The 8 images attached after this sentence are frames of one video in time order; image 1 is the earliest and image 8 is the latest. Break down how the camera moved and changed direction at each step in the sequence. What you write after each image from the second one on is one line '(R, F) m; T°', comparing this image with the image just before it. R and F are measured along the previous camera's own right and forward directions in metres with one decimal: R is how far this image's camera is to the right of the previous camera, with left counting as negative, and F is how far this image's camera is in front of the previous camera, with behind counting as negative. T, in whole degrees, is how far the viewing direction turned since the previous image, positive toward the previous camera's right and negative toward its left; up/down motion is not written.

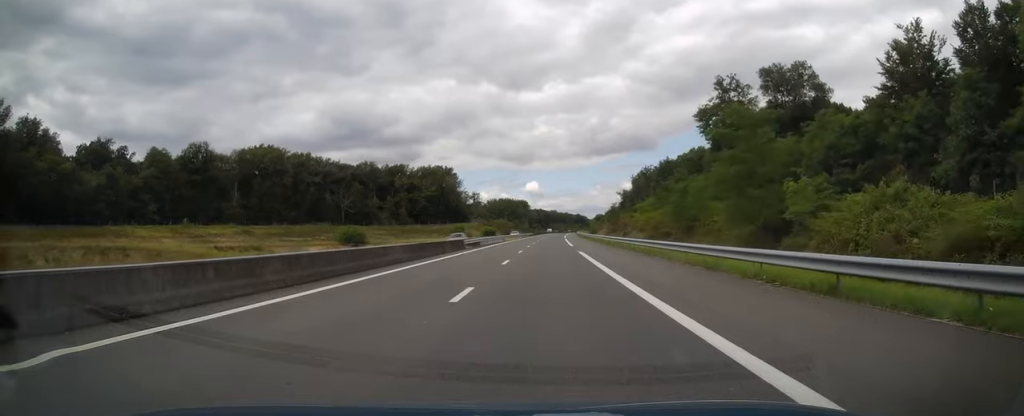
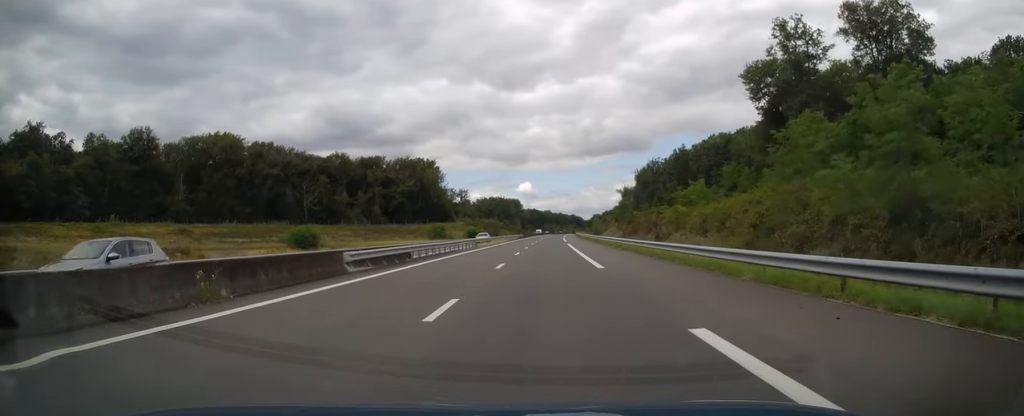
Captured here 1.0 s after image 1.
(-0.1, +28.2) m; 0°
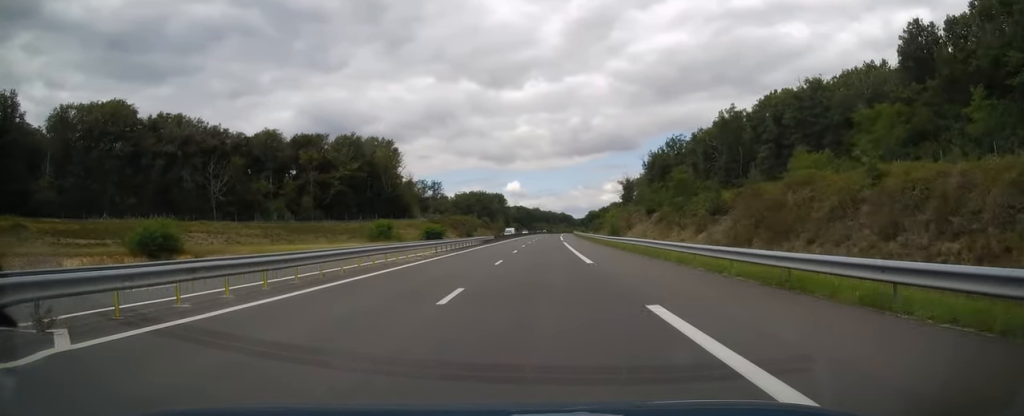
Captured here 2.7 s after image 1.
(+0.4, +49.7) m; +1°
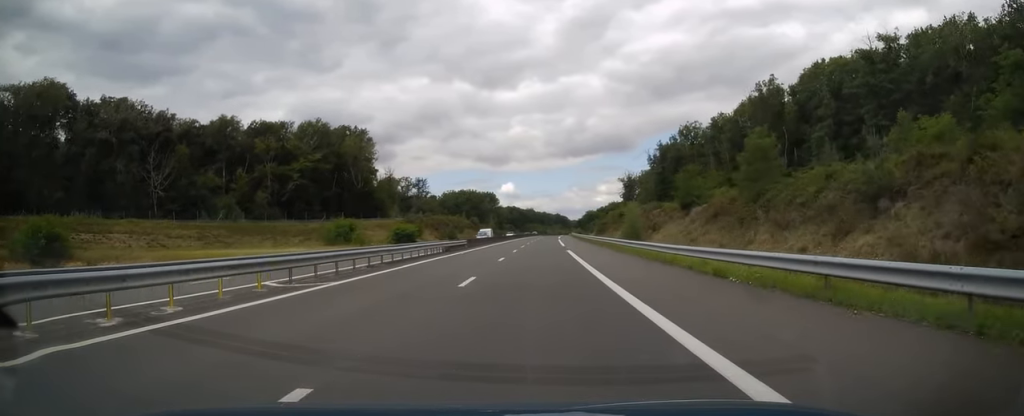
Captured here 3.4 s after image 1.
(-0.1, +21.9) m; +1°
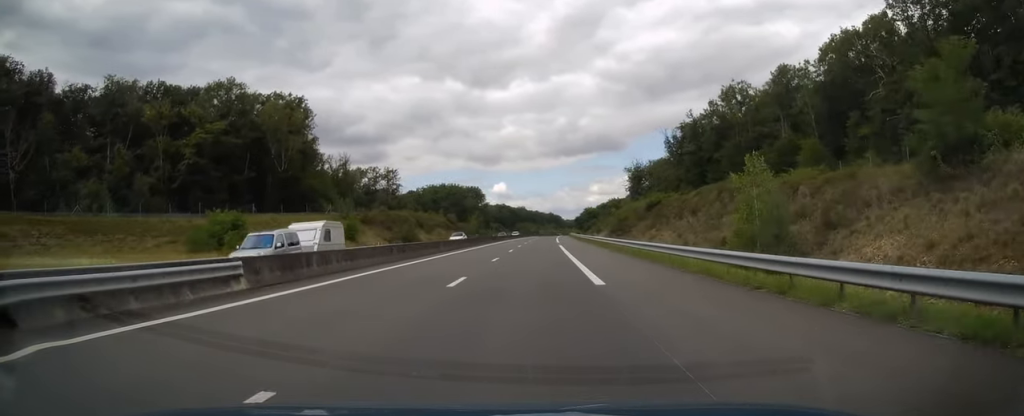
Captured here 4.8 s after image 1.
(+1.0, +39.0) m; +2°
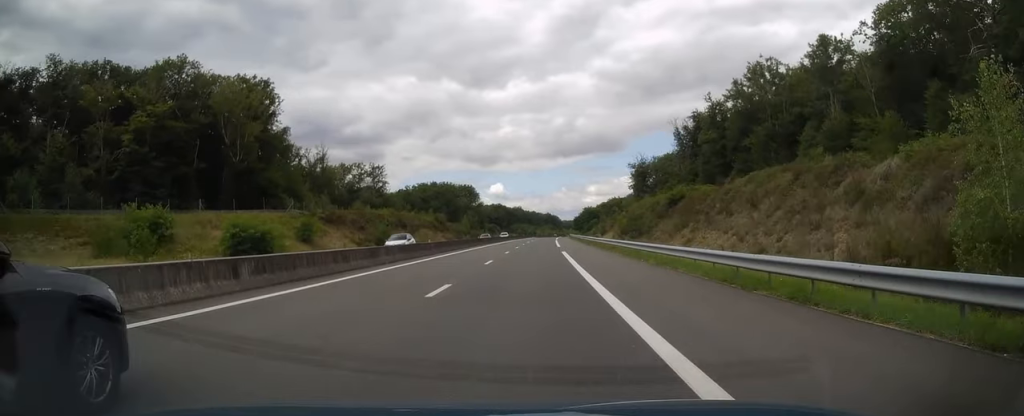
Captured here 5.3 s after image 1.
(+0.2, +15.1) m; 0°
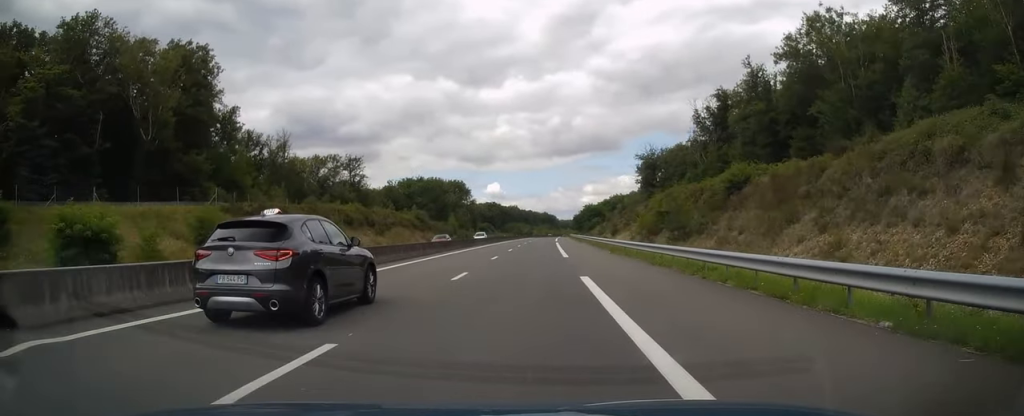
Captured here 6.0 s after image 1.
(-0.3, +21.5) m; -1°
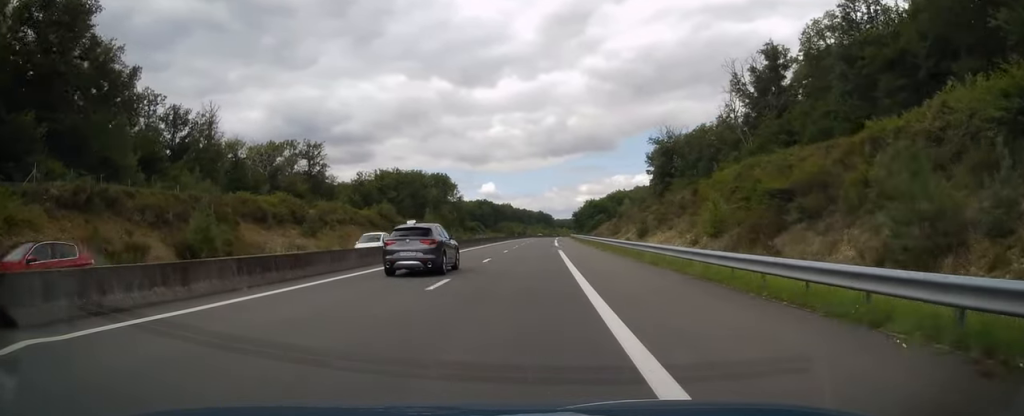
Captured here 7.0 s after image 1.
(-0.2, +28.8) m; 0°
